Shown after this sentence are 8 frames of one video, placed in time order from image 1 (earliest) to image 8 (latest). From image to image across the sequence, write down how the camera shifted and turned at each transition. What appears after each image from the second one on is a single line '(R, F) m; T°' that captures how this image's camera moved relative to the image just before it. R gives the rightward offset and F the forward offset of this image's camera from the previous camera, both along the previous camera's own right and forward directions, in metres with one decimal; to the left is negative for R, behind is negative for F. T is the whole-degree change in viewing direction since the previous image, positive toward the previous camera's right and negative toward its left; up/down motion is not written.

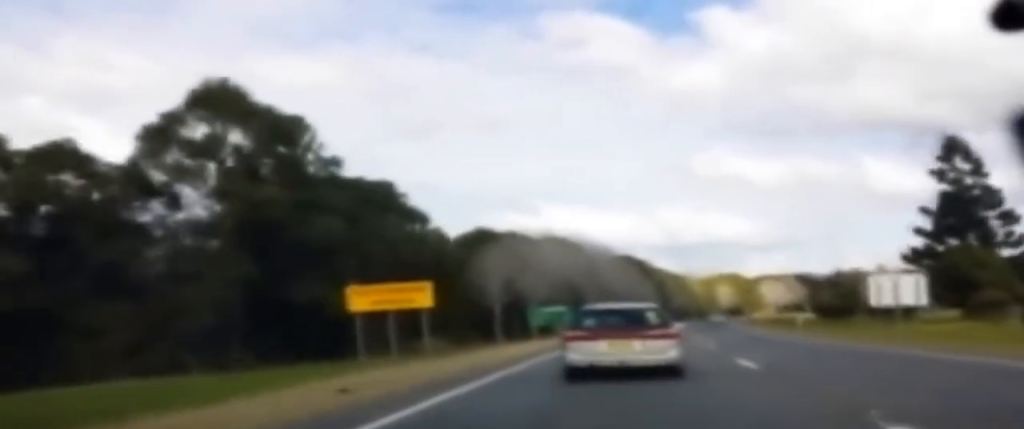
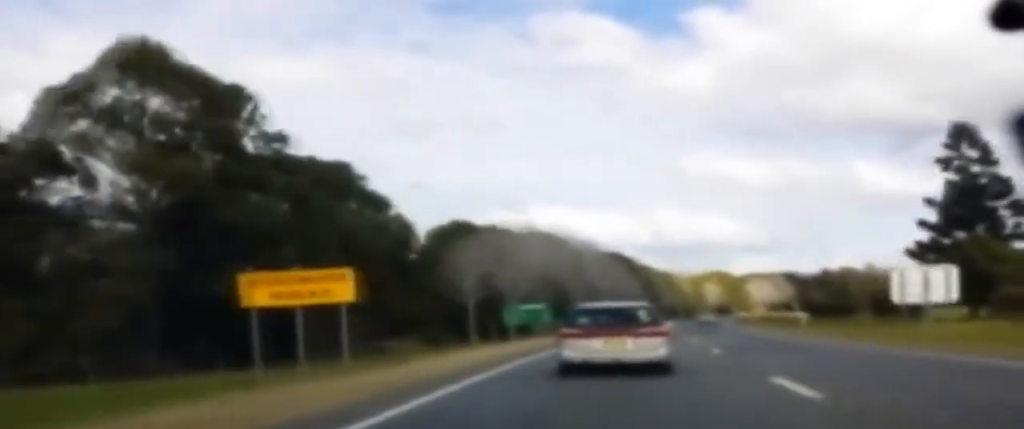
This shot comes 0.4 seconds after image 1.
(+0.2, +6.2) m; 0°
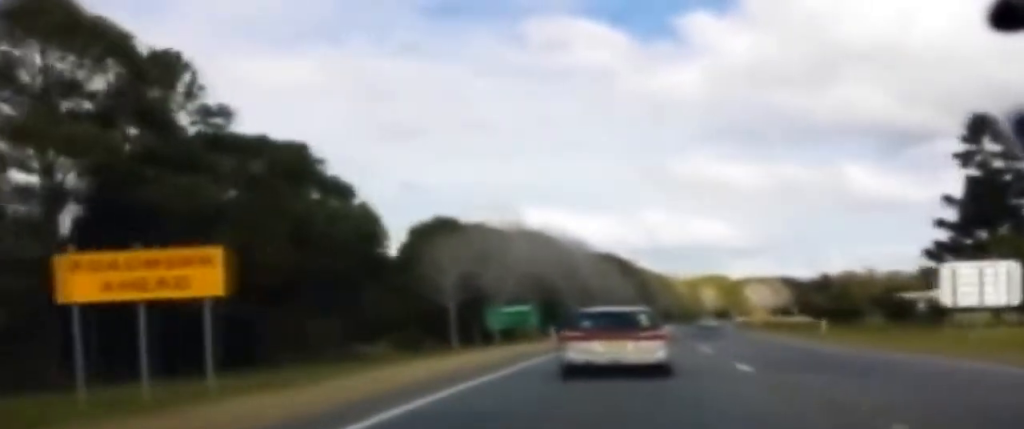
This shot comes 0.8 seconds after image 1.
(+0.1, +6.2) m; 0°
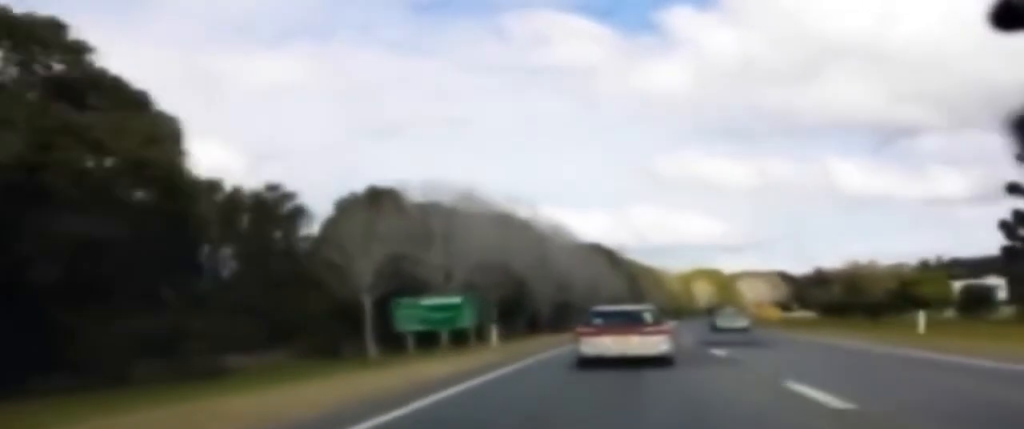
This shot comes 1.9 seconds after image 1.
(-0.3, +18.2) m; 0°
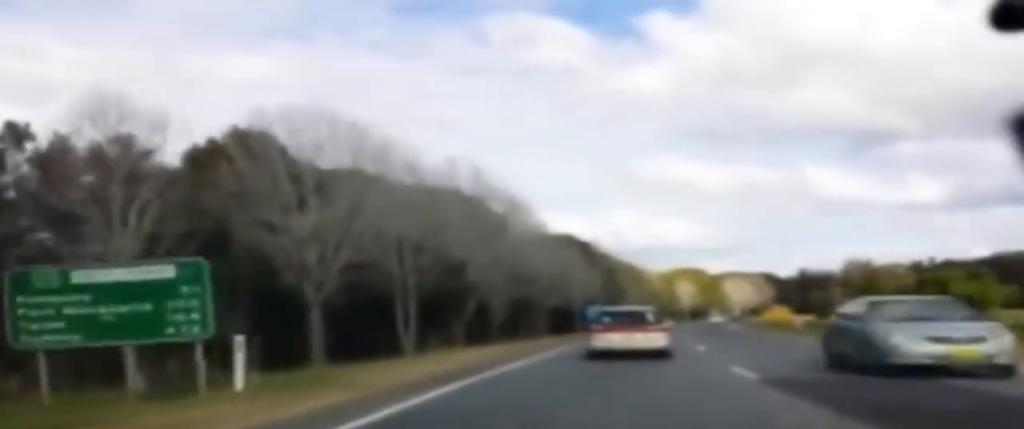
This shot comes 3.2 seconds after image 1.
(+0.6, +20.8) m; +4°
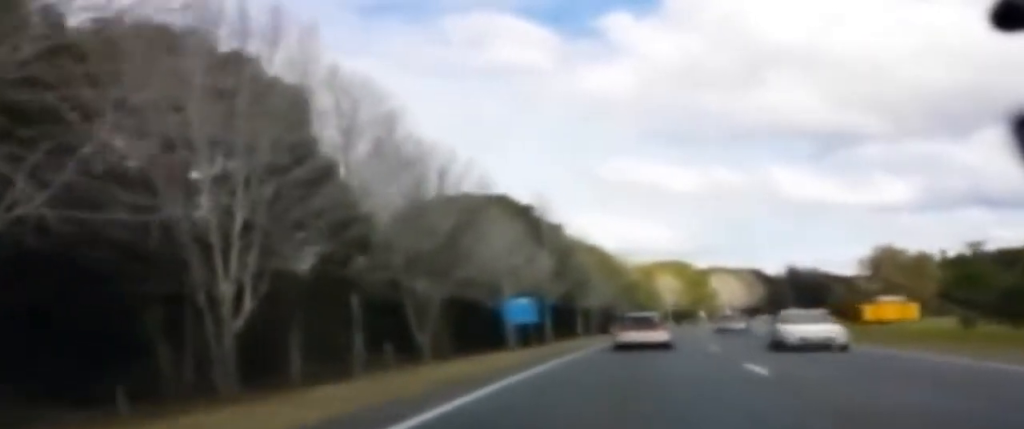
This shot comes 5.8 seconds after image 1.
(+0.5, +47.6) m; 0°
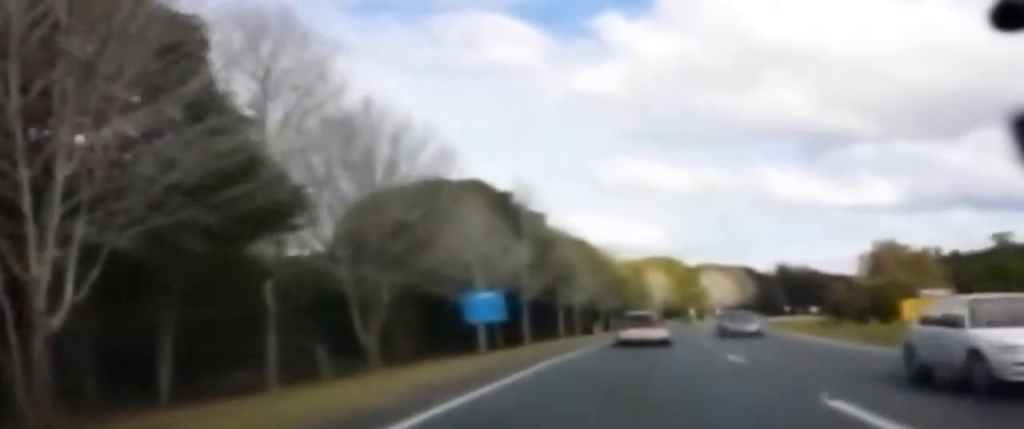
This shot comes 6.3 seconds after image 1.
(+0.2, +8.8) m; 0°
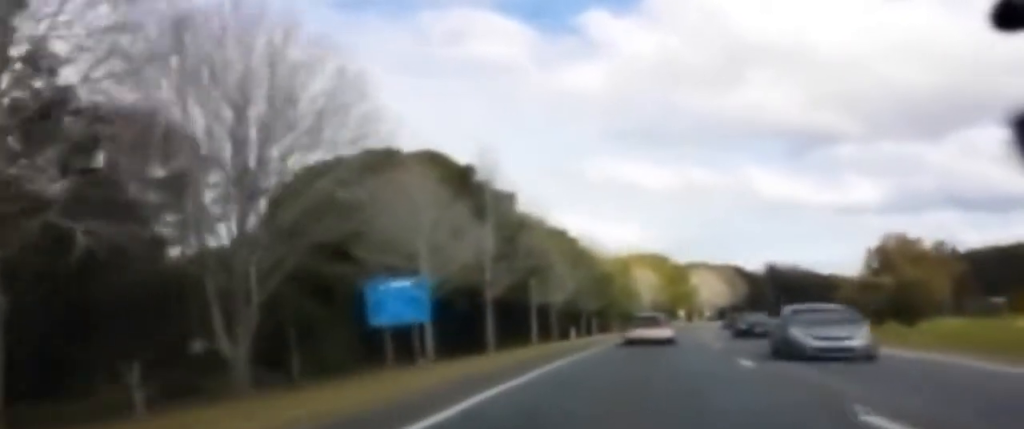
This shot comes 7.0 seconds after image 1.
(+0.1, +13.9) m; 0°
